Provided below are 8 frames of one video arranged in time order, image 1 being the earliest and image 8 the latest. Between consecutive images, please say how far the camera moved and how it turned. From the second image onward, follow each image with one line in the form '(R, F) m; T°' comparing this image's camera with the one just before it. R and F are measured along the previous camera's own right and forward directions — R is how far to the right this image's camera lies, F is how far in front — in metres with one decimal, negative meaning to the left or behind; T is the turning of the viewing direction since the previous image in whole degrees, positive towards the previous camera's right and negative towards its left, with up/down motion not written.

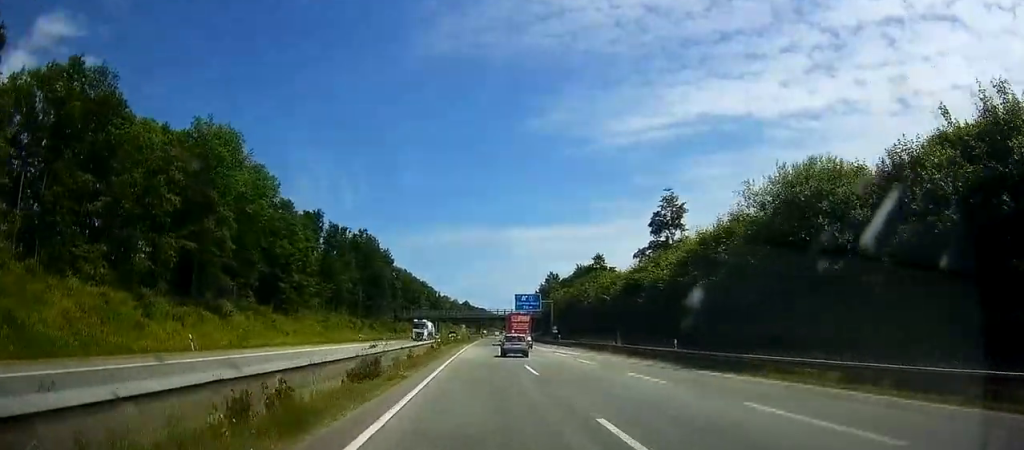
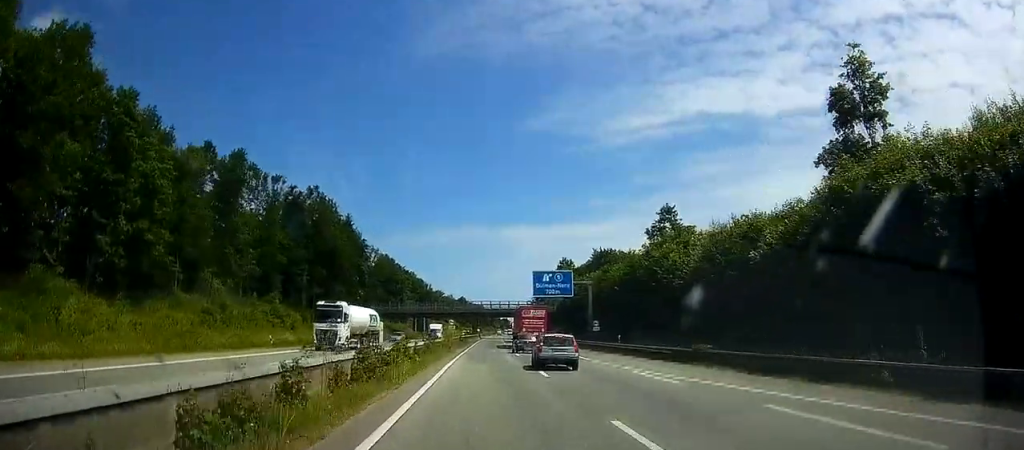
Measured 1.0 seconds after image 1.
(+0.1, +35.6) m; +1°
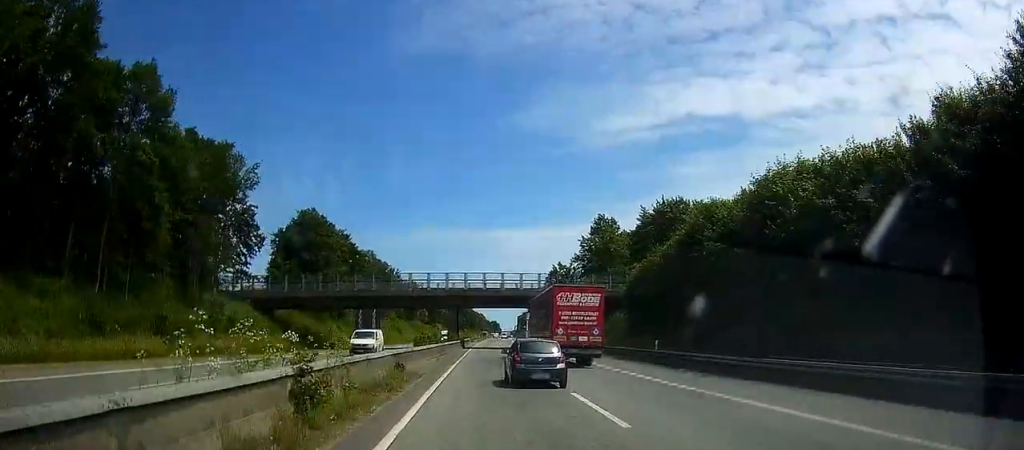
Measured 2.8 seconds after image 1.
(+0.8, +60.5) m; +1°
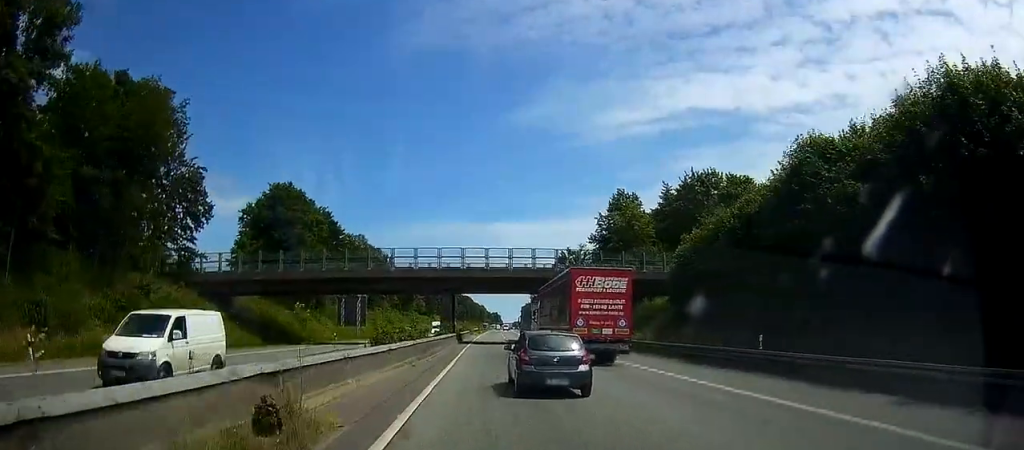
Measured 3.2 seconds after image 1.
(0.0, +13.6) m; 0°
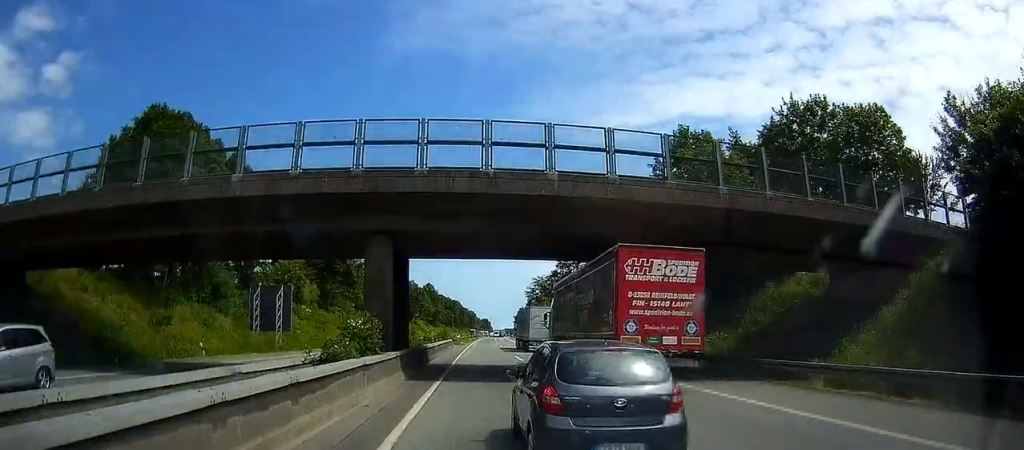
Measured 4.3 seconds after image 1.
(0.0, +35.0) m; 0°
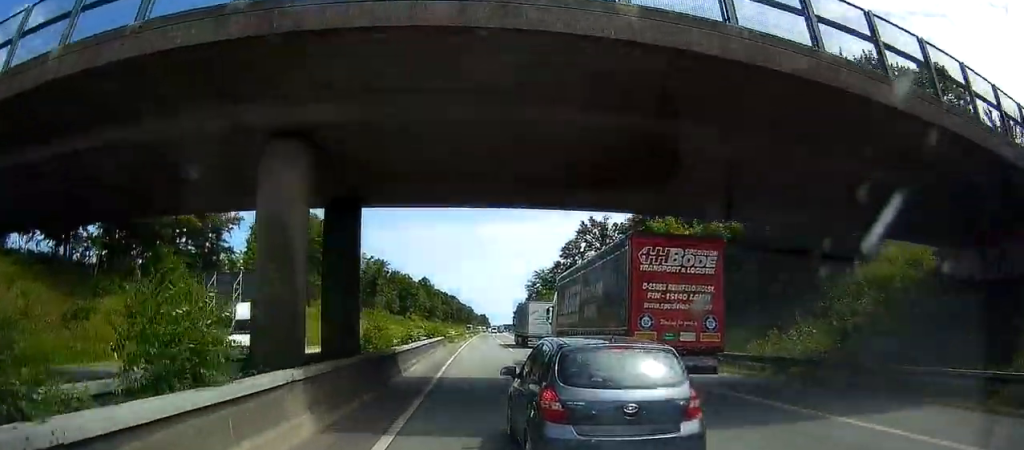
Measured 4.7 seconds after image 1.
(0.0, +11.9) m; 0°
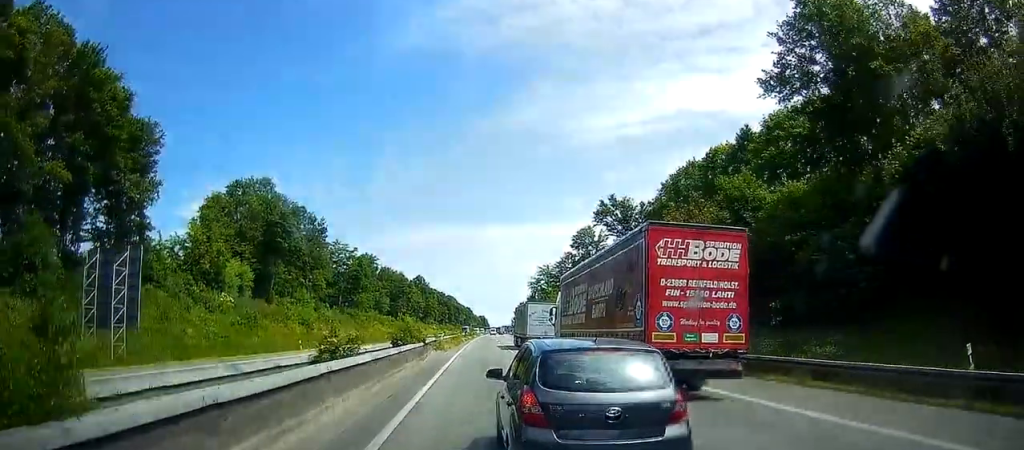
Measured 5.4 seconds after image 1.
(0.0, +21.1) m; 0°
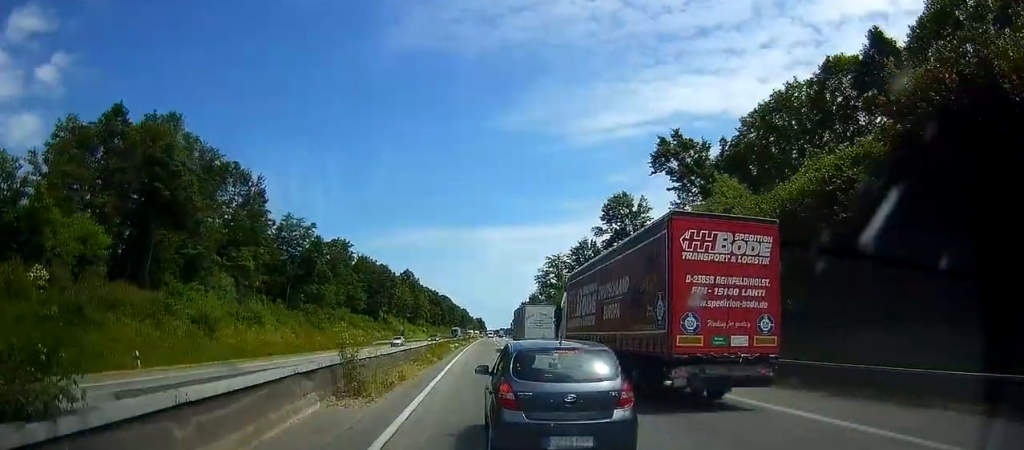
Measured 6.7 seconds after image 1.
(0.0, +35.0) m; 0°
